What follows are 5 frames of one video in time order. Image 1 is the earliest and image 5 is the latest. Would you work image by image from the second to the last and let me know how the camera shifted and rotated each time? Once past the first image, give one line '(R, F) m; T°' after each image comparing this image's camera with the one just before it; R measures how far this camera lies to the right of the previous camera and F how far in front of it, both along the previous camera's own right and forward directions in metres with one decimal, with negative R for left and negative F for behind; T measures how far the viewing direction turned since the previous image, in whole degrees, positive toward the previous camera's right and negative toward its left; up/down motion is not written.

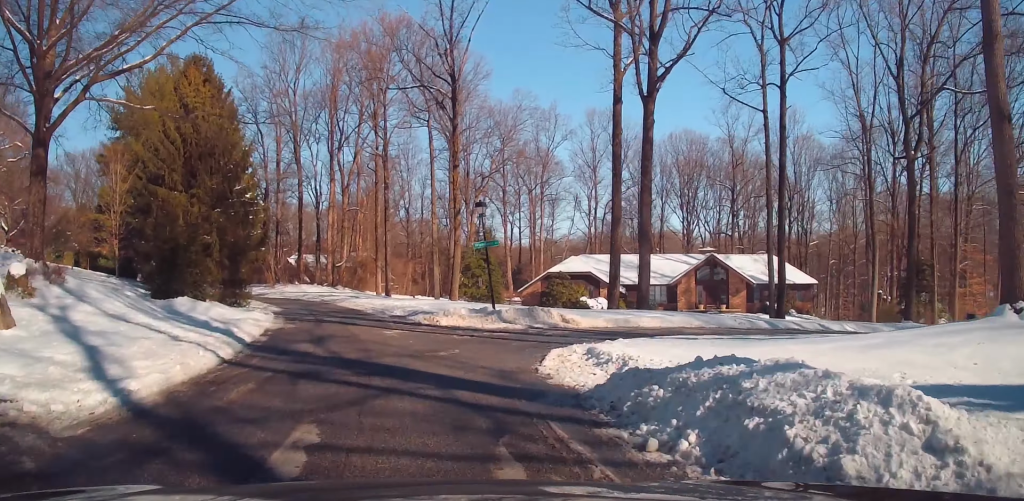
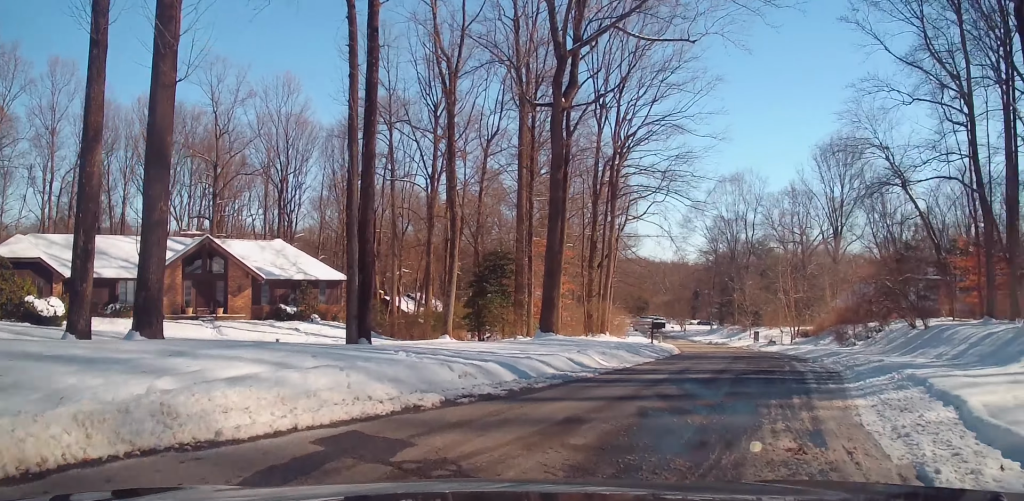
(+13.2, +17.6) m; +72°
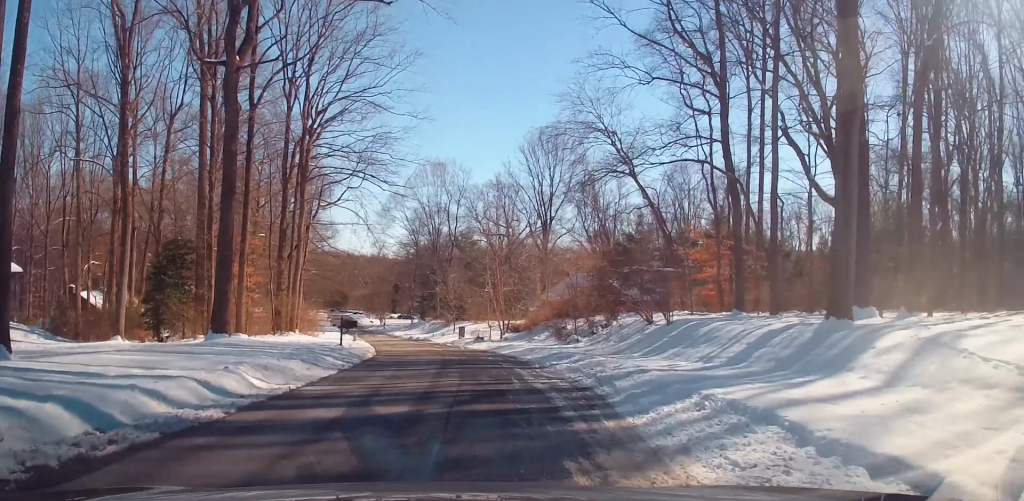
(+0.8, +7.1) m; +13°
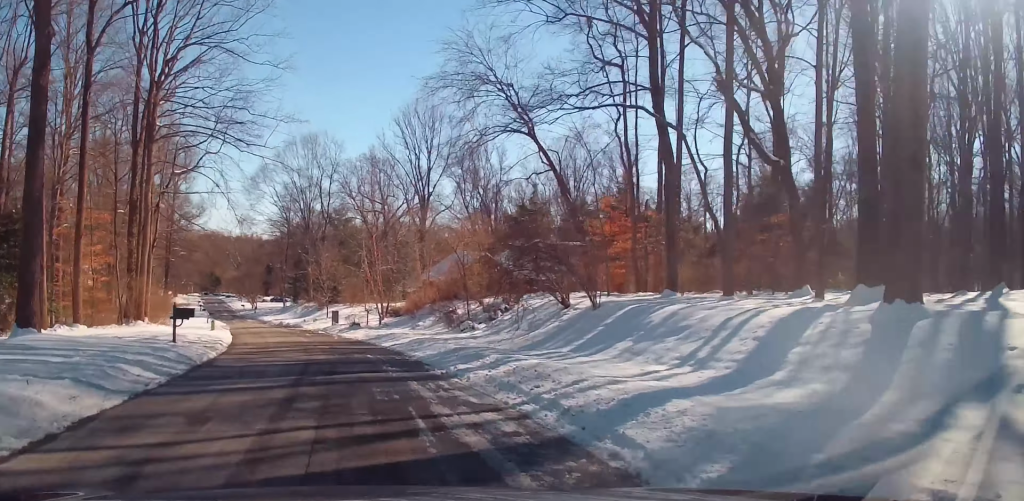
(+1.1, +8.3) m; +3°
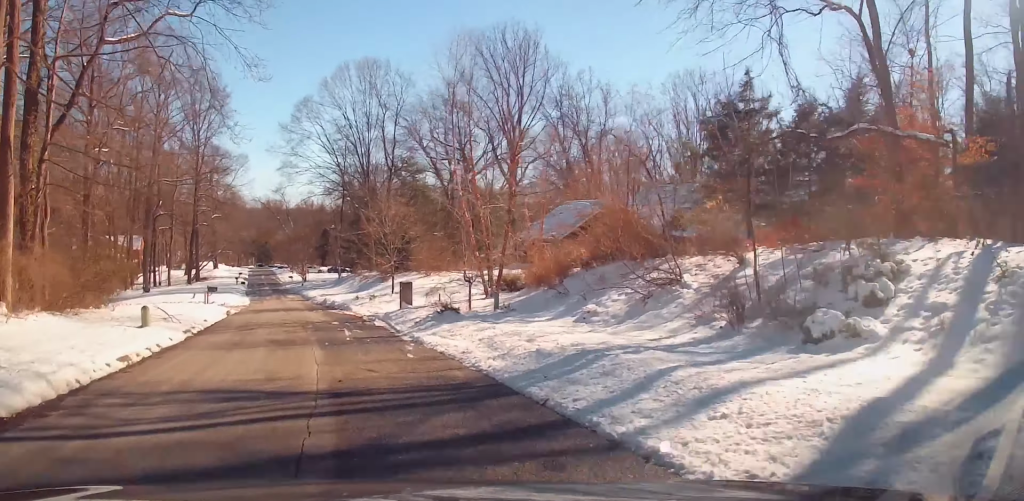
(-1.5, +23.7) m; -7°
